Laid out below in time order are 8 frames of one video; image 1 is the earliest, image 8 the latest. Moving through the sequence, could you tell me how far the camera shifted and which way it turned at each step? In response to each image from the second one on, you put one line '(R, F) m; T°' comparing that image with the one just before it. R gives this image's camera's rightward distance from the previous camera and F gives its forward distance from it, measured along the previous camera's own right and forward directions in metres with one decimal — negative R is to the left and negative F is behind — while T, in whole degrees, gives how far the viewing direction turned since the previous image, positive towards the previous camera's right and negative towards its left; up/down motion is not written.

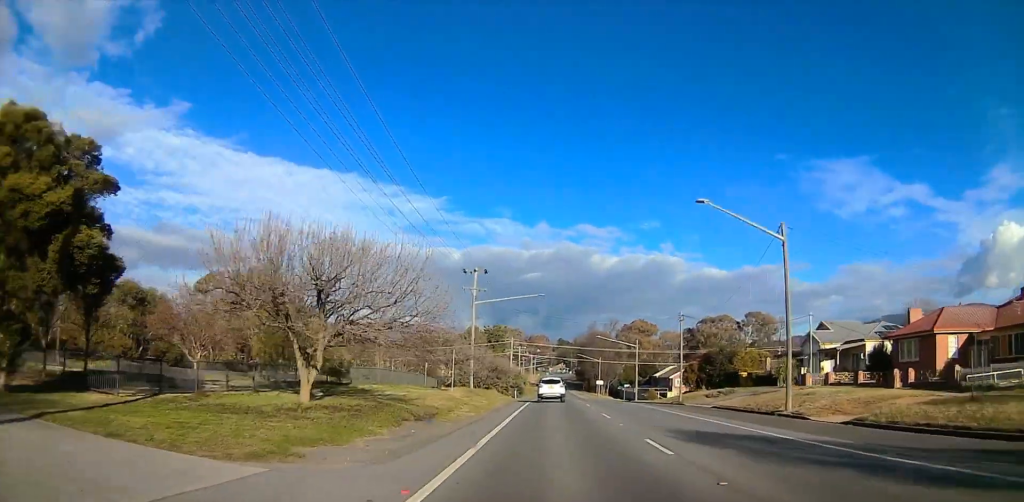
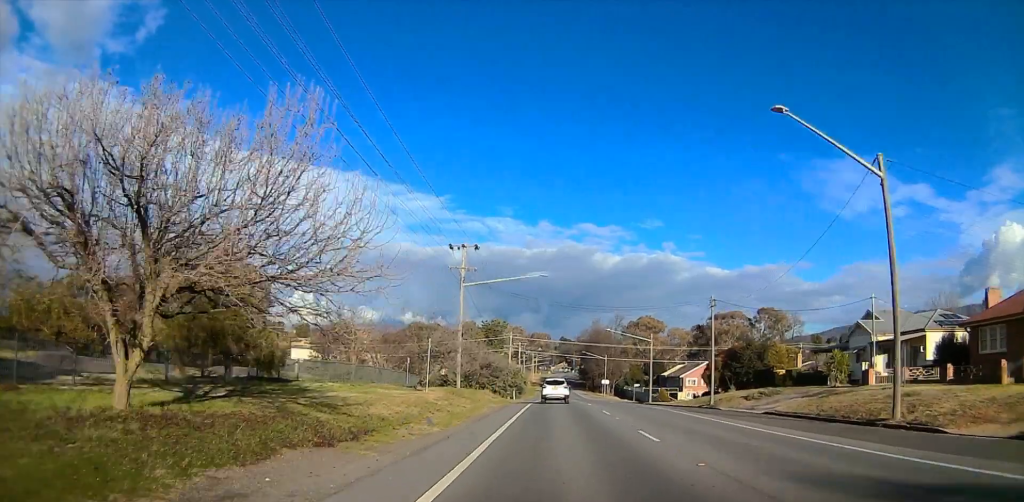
(0.0, +9.7) m; -1°
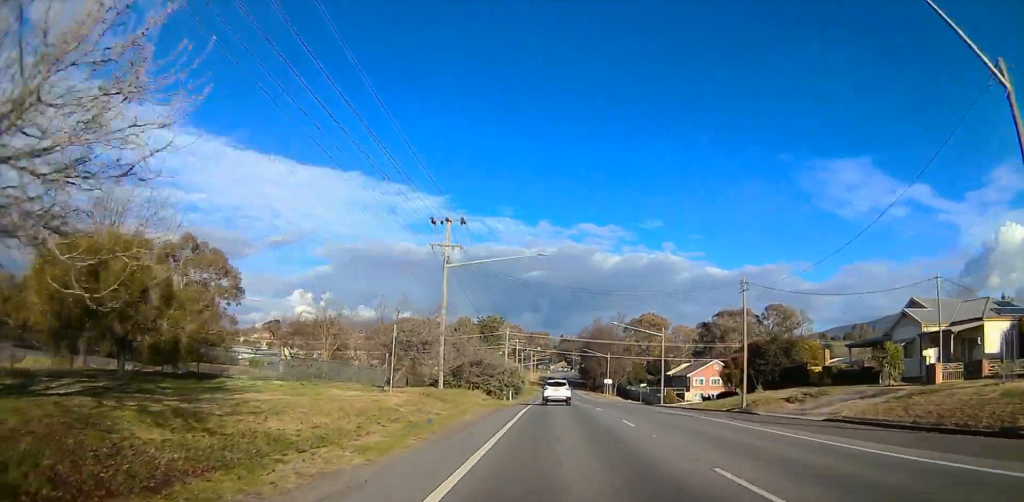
(+0.1, +7.7) m; -1°
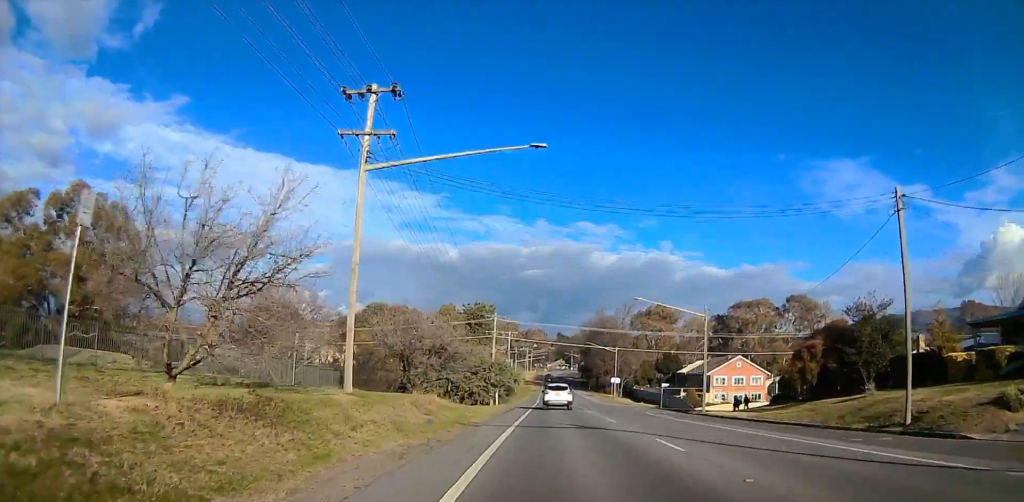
(-0.4, +17.5) m; +1°
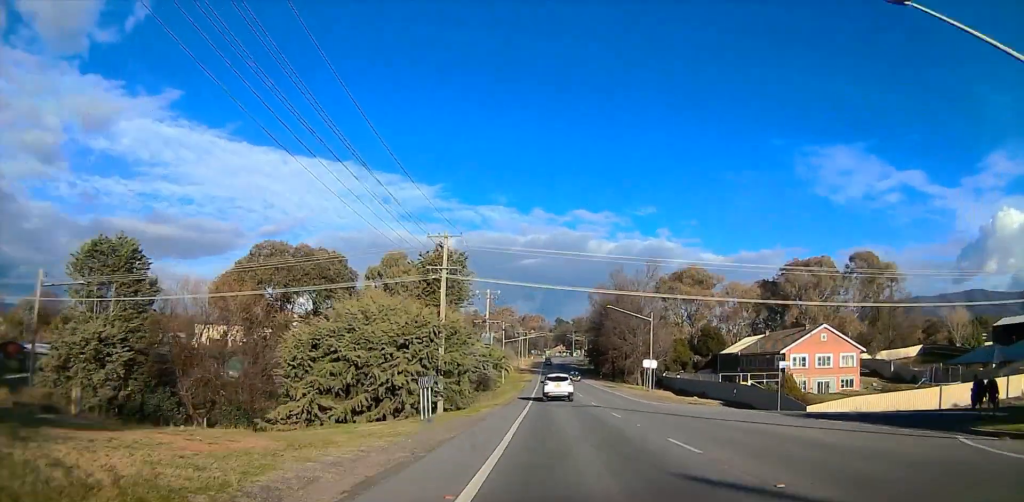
(+1.3, +36.2) m; 0°
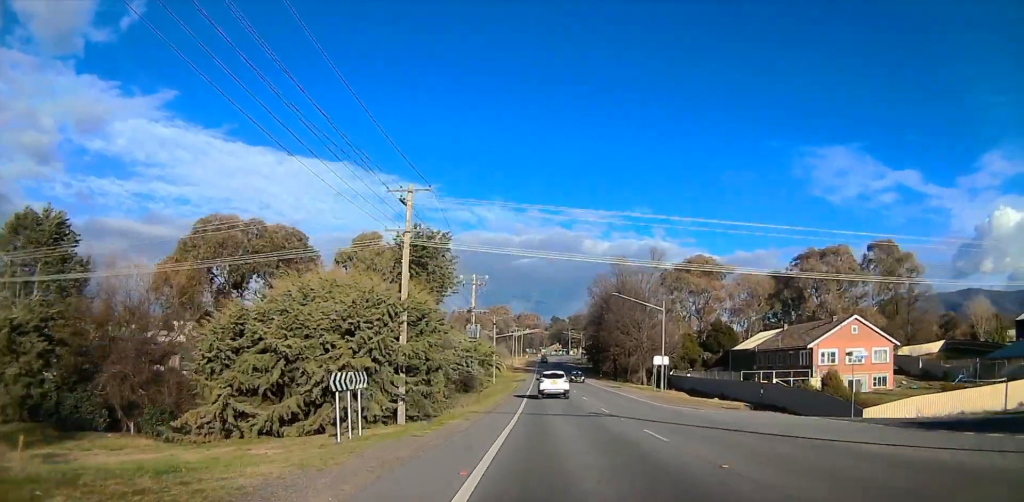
(0.0, +9.5) m; -1°
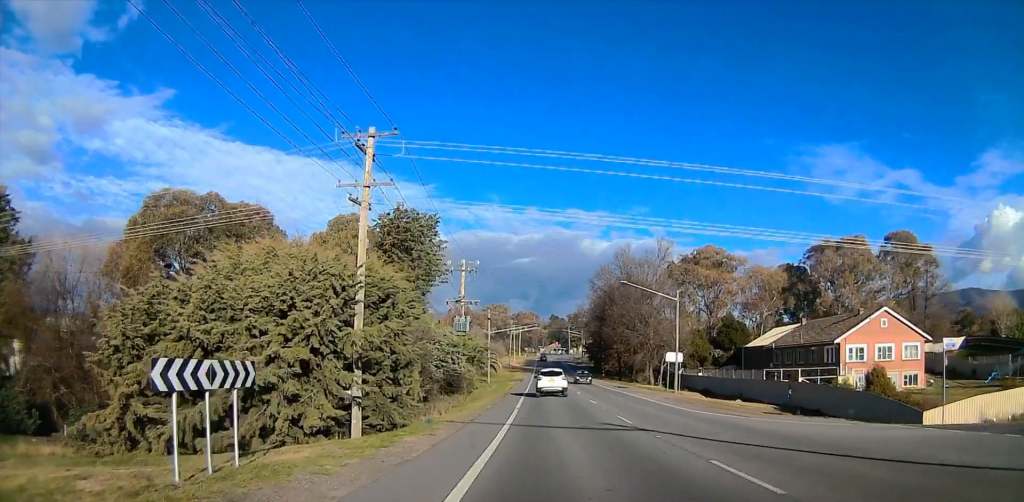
(-0.3, +7.0) m; 0°
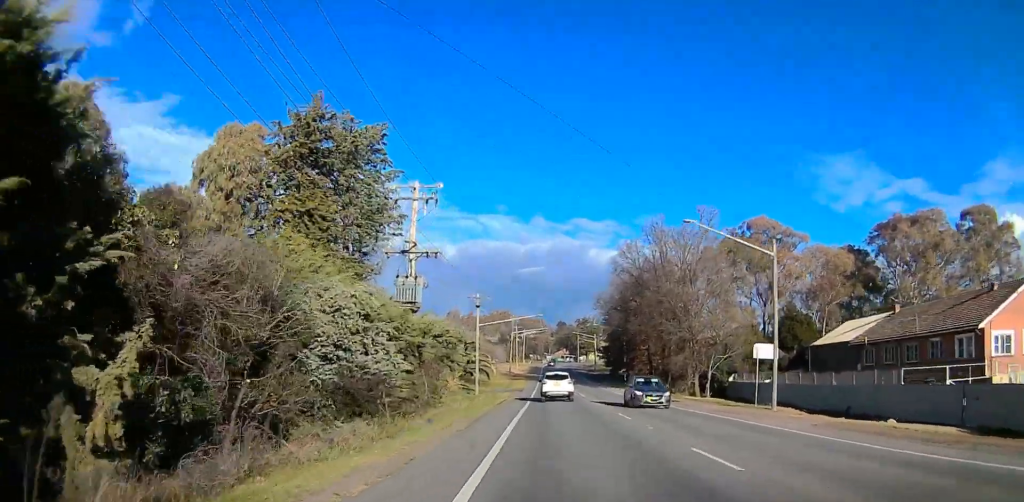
(+0.4, +22.1) m; +2°
